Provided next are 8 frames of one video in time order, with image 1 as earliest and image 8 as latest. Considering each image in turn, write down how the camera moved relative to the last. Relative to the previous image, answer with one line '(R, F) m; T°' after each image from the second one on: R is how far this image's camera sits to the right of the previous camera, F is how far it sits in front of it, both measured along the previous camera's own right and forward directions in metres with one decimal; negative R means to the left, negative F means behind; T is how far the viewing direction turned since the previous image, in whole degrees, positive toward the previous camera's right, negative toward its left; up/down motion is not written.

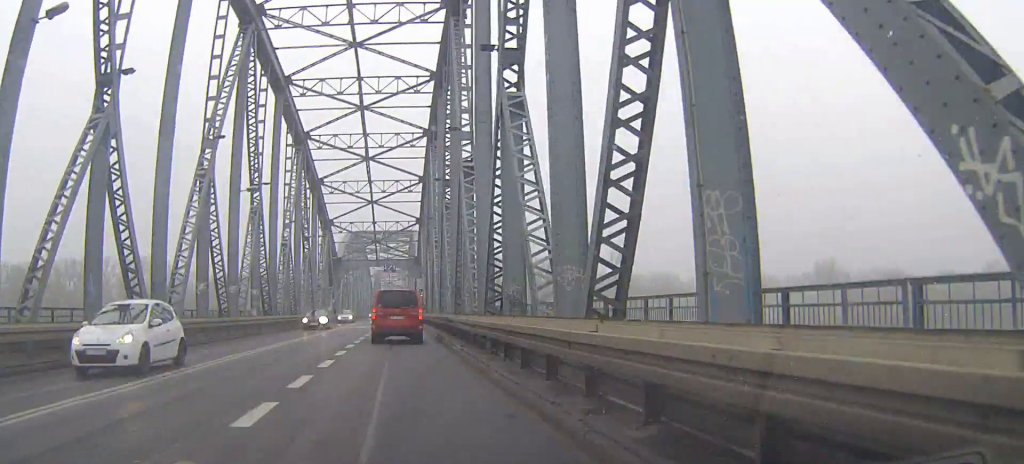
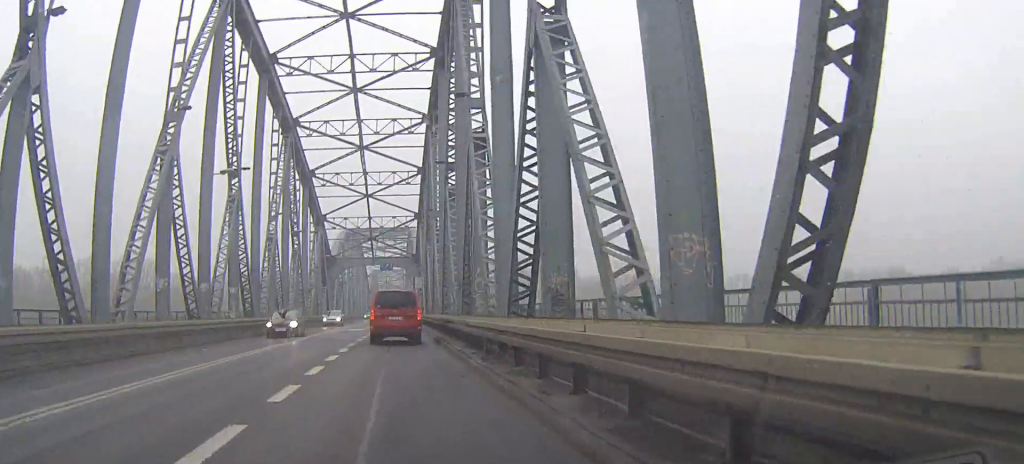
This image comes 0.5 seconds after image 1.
(0.0, +5.7) m; 0°
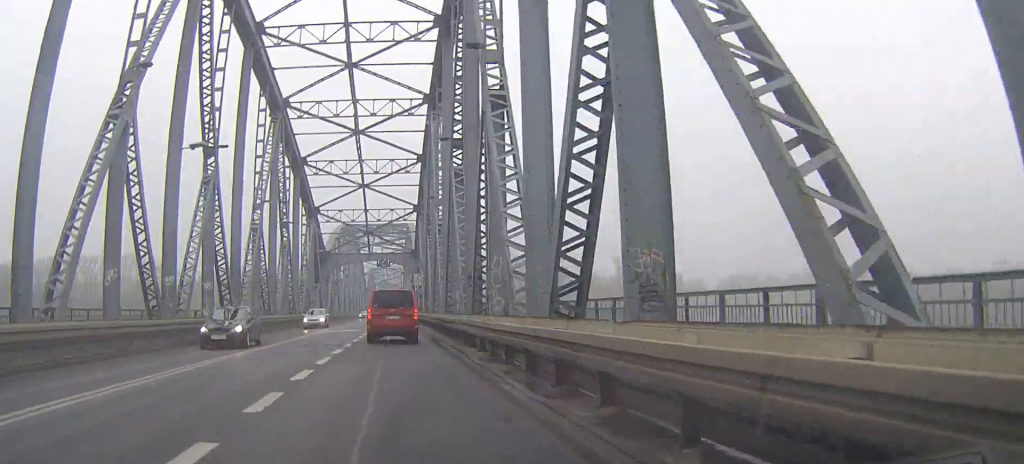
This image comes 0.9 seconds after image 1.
(0.0, +5.4) m; 0°
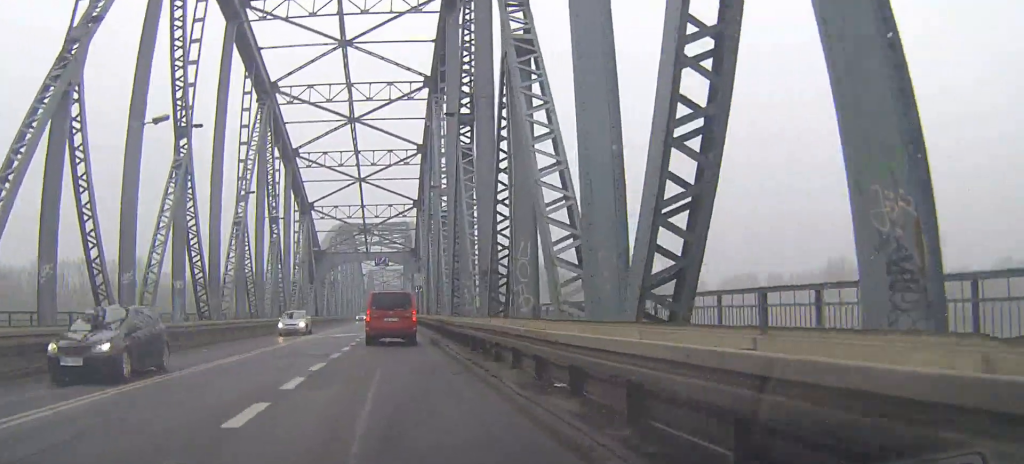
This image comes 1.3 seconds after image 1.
(0.0, +5.0) m; 0°
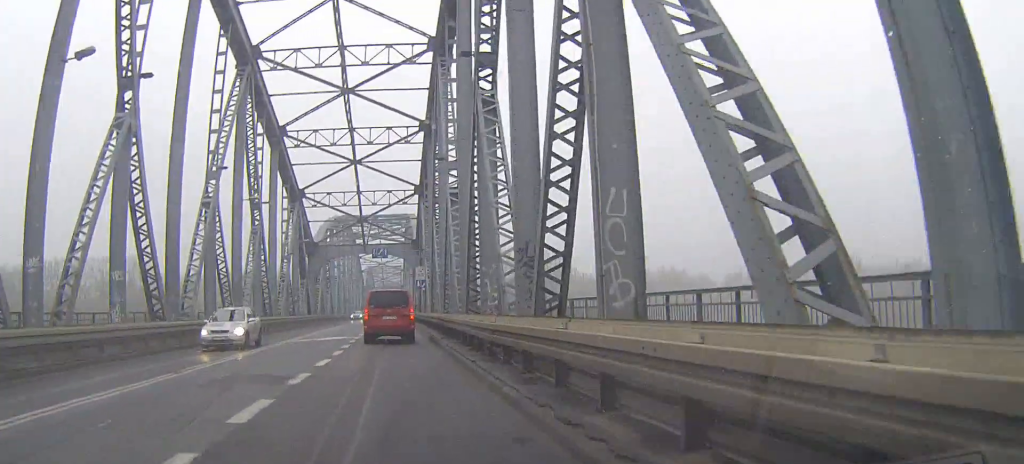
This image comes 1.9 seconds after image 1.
(+0.1, +7.6) m; +1°
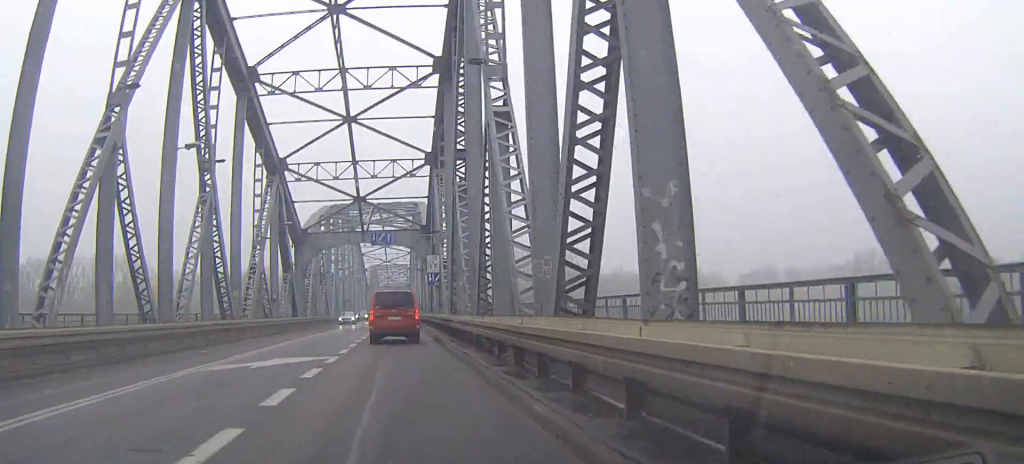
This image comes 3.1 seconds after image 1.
(+0.1, +15.0) m; 0°
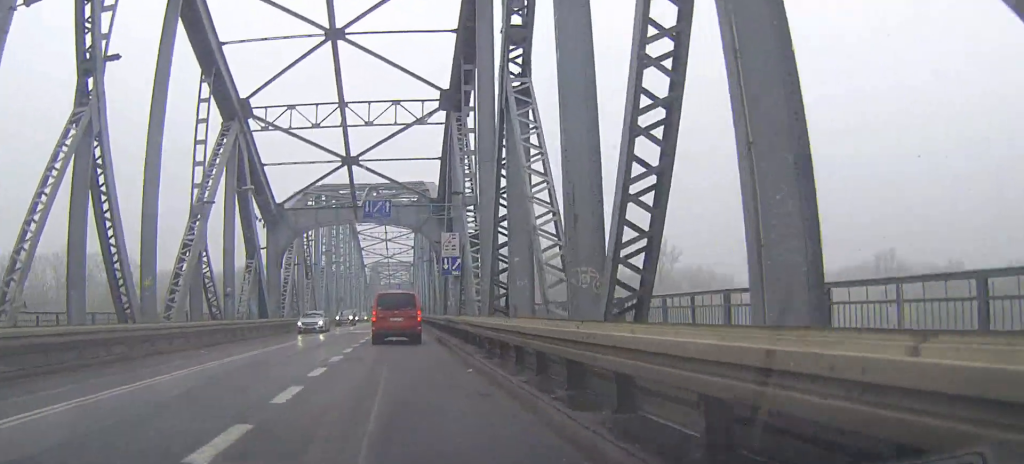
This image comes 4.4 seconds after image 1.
(-0.1, +15.9) m; -1°
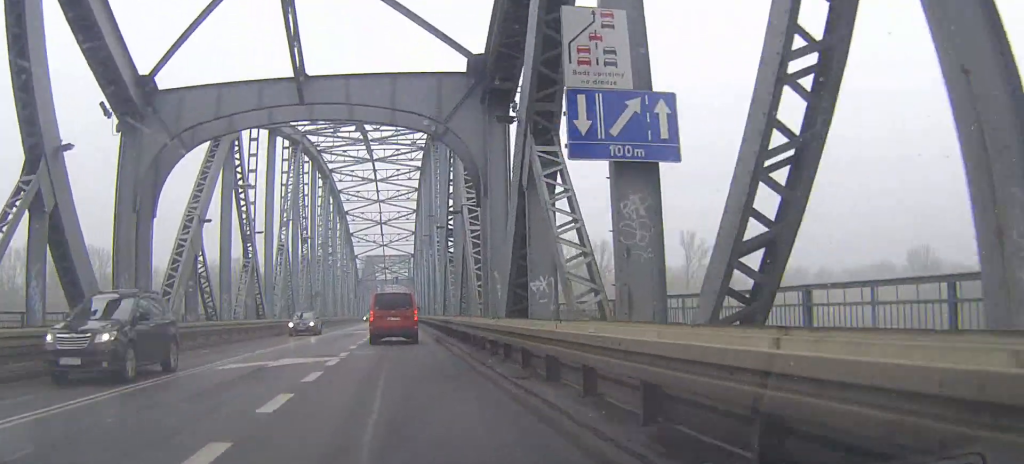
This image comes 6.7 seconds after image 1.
(-0.1, +27.6) m; 0°
